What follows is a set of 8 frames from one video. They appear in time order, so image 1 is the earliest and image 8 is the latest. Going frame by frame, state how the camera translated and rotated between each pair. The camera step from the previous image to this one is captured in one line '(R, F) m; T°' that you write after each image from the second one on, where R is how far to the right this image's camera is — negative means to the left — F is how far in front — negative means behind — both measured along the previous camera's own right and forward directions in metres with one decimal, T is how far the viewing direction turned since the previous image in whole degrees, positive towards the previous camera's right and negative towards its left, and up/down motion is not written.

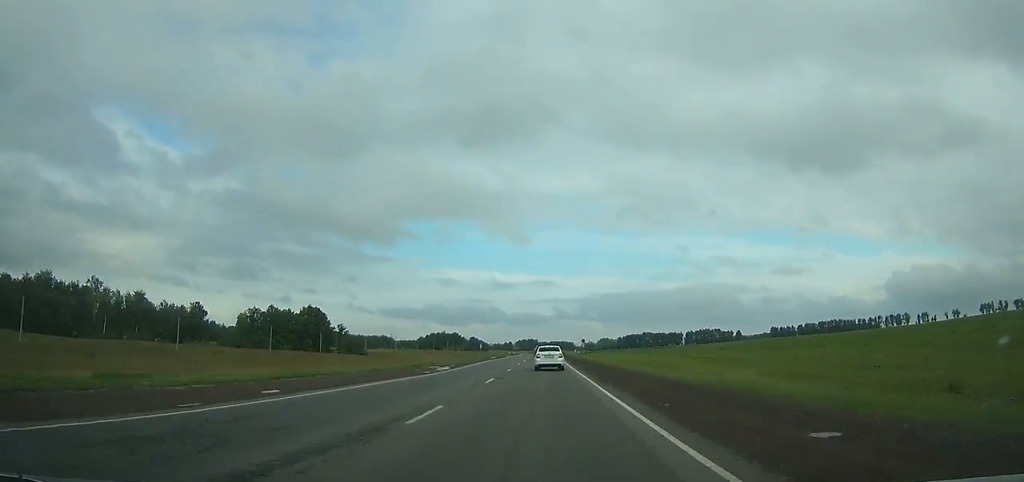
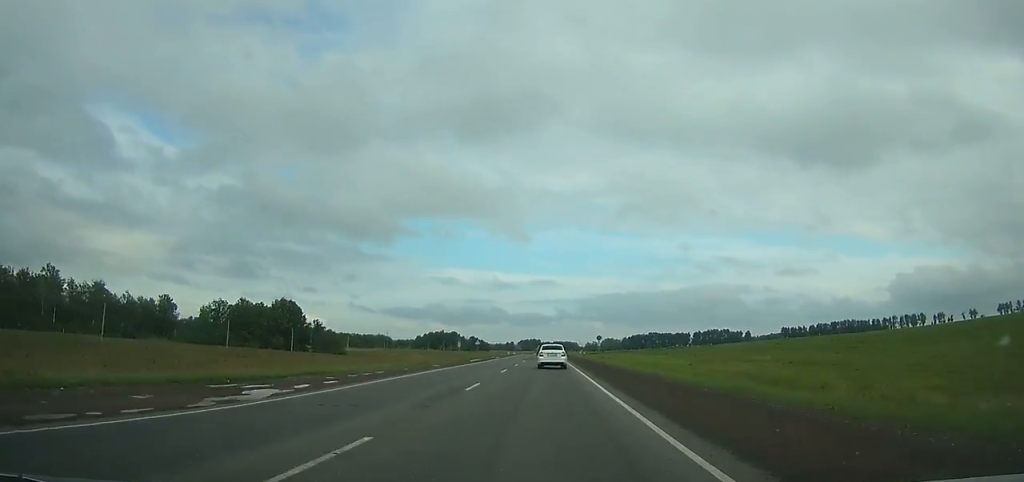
(-0.1, +28.9) m; 0°
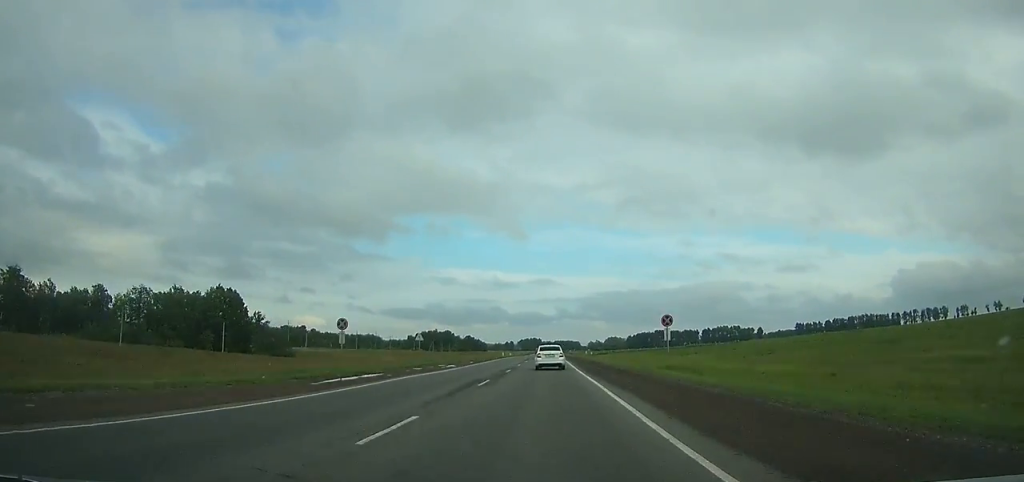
(+0.1, +45.6) m; 0°
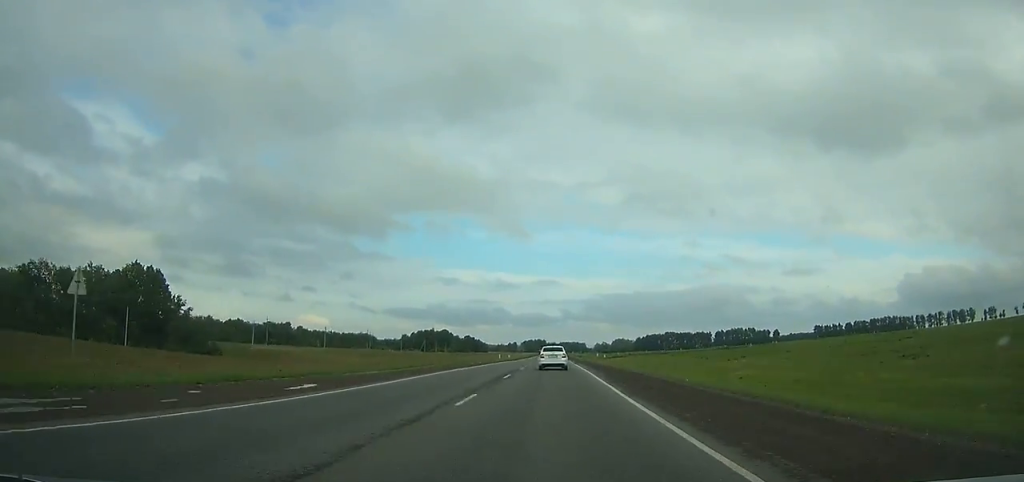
(0.0, +41.7) m; 0°
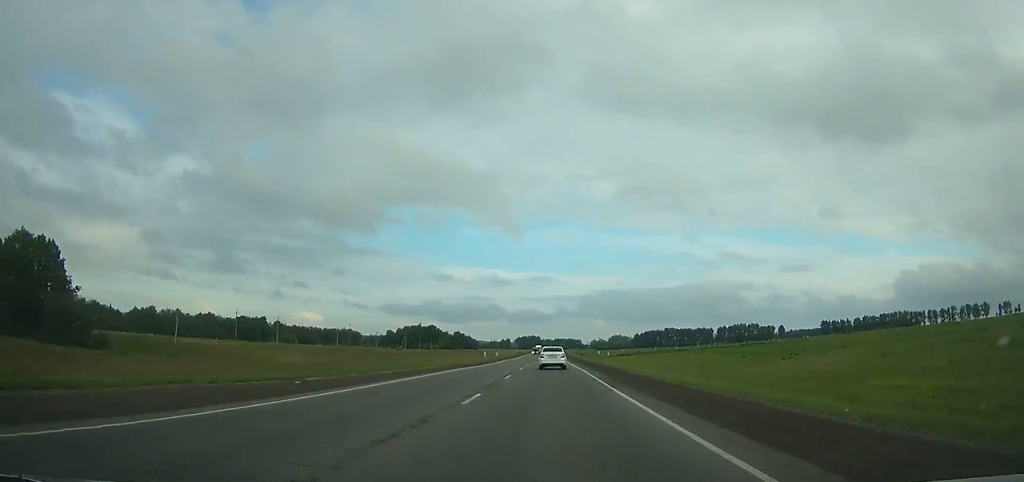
(-0.1, +35.7) m; 0°
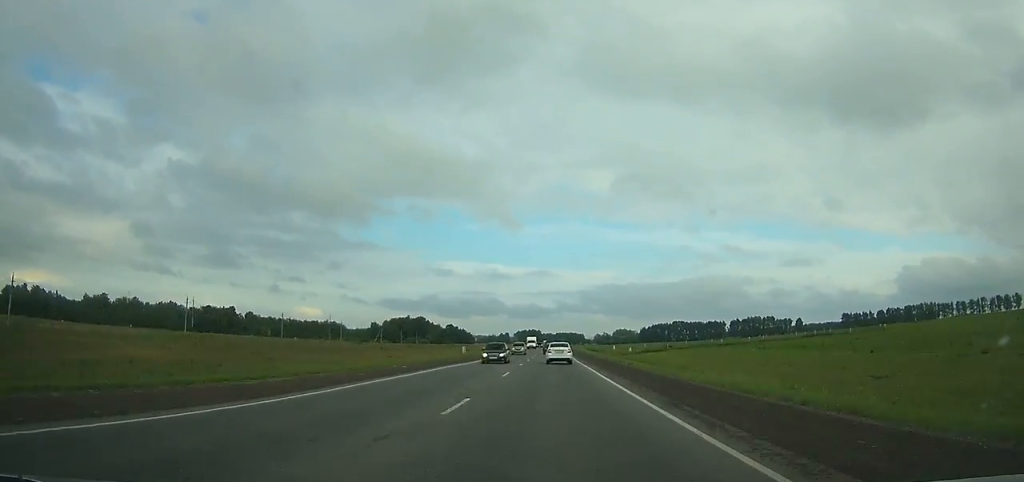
(+0.1, +49.0) m; 0°
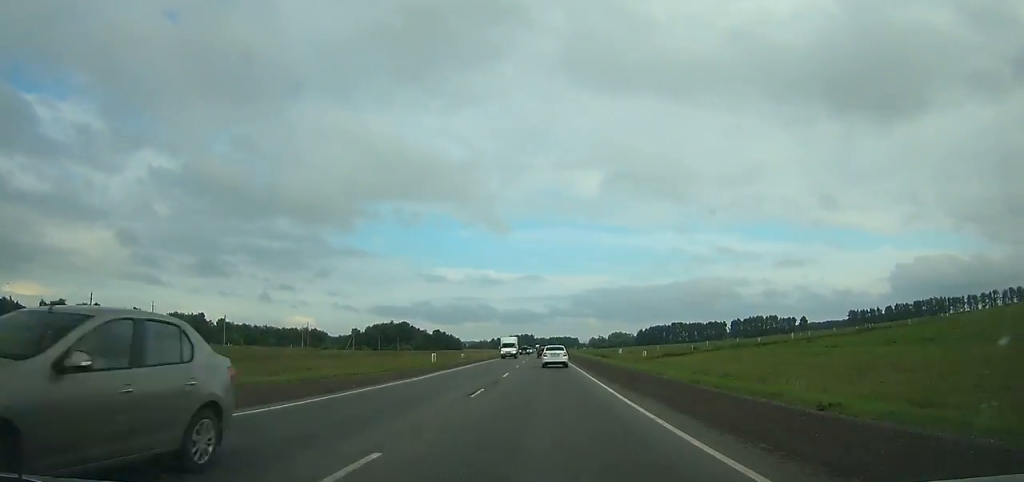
(0.0, +29.9) m; 0°
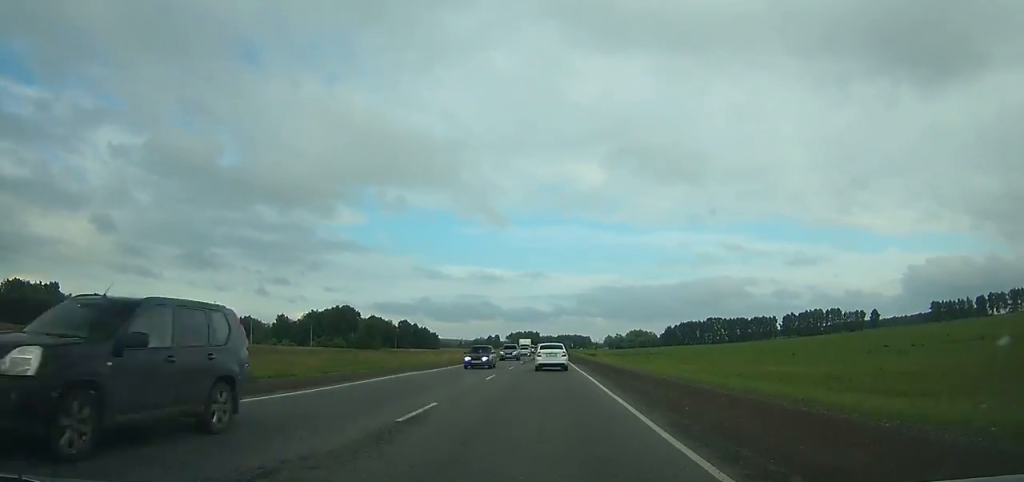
(+0.5, +133.8) m; 0°
